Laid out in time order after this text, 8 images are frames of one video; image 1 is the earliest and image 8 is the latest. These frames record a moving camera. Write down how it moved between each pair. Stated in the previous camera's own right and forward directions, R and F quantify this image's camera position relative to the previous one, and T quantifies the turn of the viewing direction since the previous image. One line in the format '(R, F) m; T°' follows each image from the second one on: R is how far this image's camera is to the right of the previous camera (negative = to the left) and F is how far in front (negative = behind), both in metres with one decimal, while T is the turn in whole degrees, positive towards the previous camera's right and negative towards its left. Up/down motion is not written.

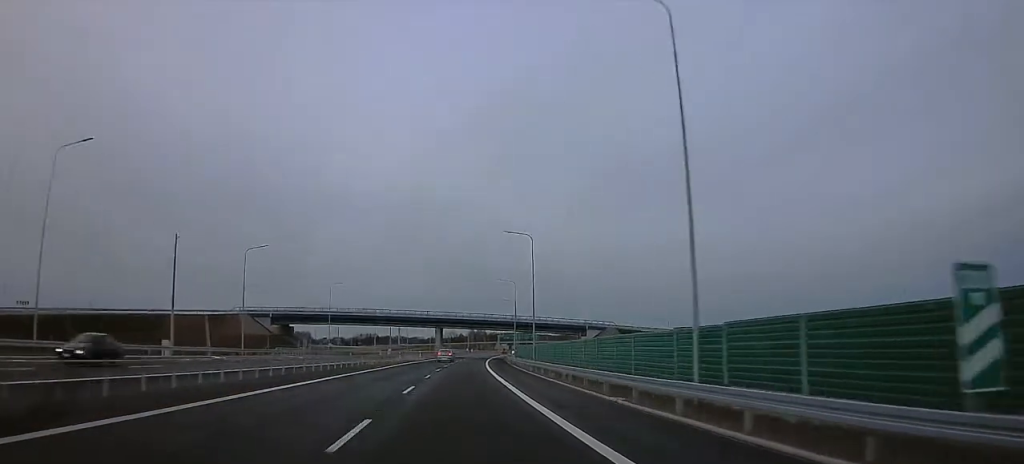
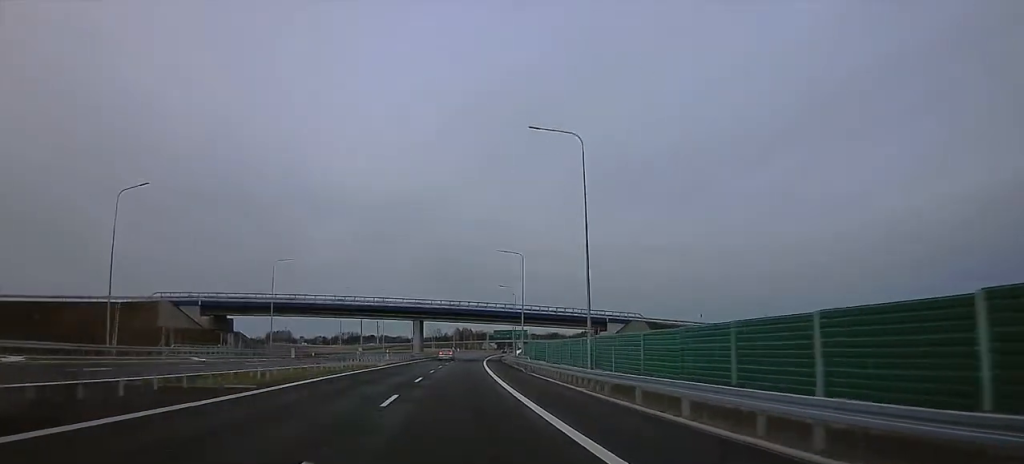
(0.0, +28.7) m; 0°
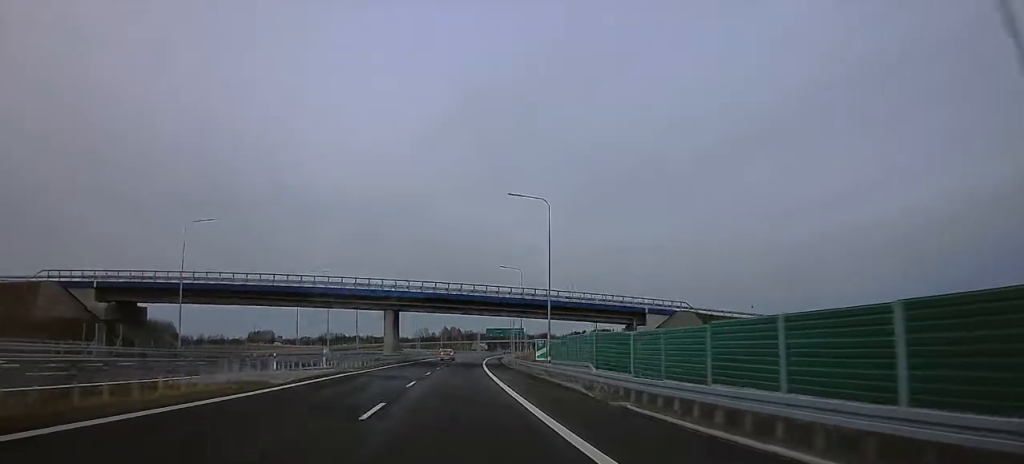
(0.0, +26.7) m; 0°
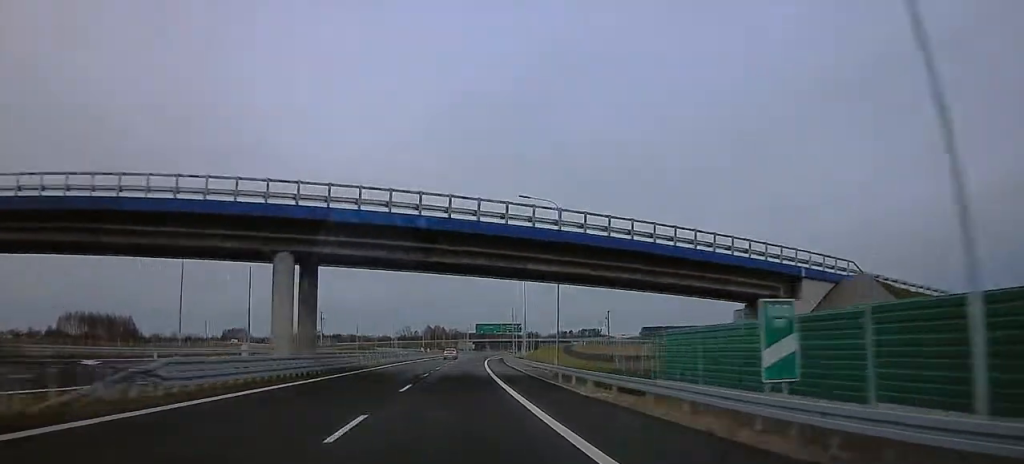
(0.0, +39.0) m; 0°
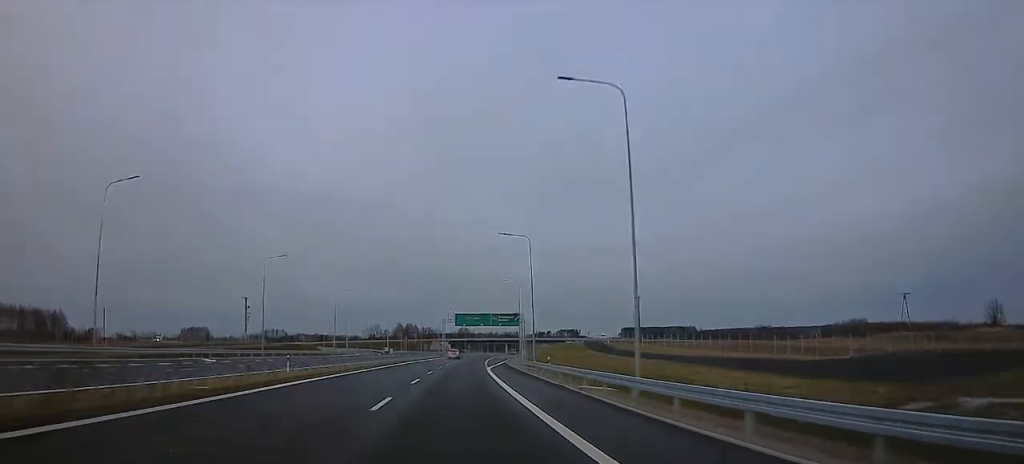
(+0.1, +54.4) m; +1°
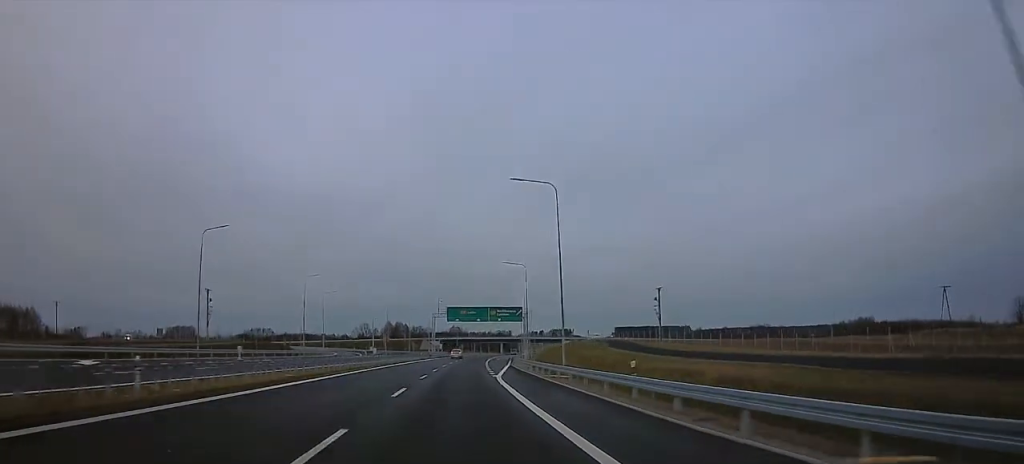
(-0.3, +19.5) m; +2°
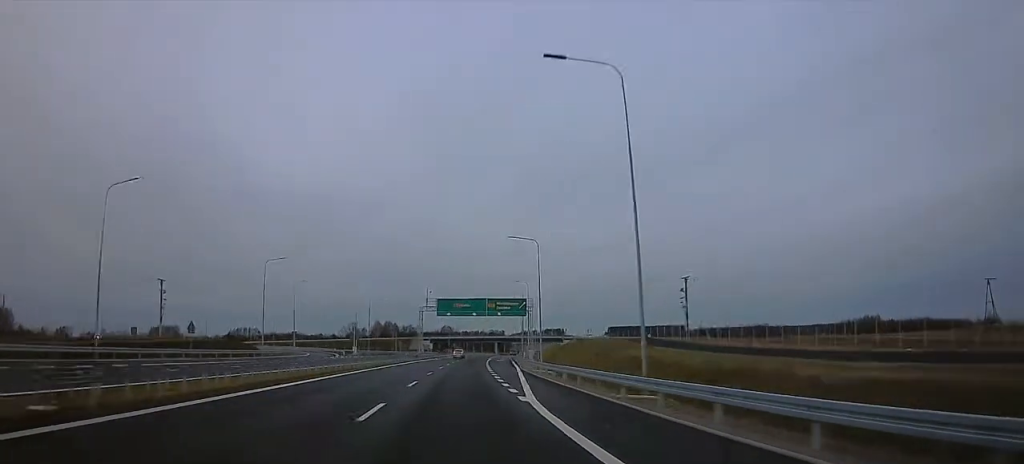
(+1.0, +18.6) m; +3°
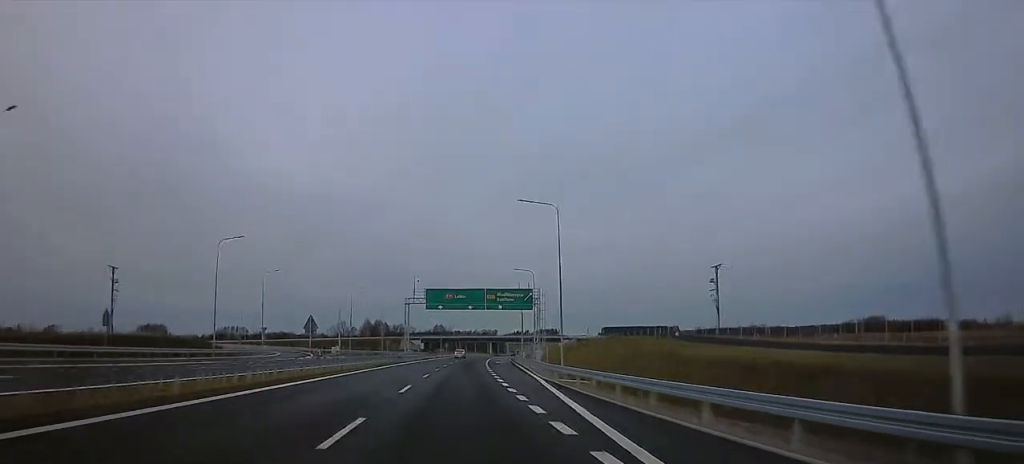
(+0.2, +15.5) m; +2°
